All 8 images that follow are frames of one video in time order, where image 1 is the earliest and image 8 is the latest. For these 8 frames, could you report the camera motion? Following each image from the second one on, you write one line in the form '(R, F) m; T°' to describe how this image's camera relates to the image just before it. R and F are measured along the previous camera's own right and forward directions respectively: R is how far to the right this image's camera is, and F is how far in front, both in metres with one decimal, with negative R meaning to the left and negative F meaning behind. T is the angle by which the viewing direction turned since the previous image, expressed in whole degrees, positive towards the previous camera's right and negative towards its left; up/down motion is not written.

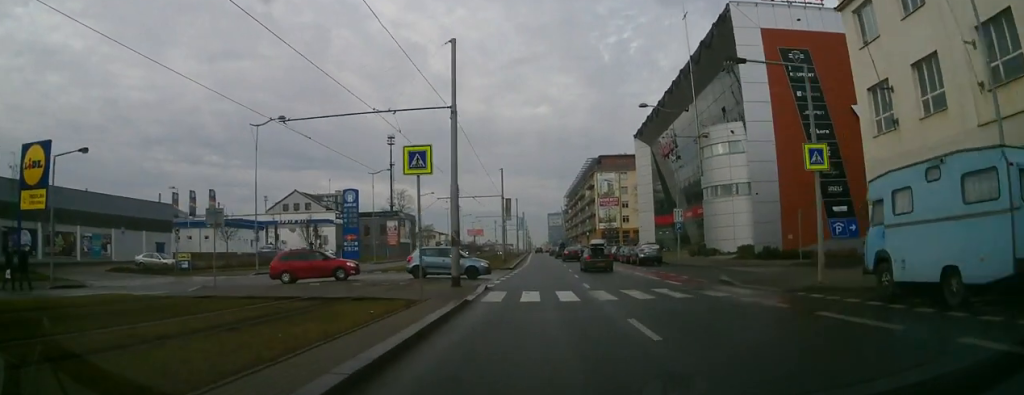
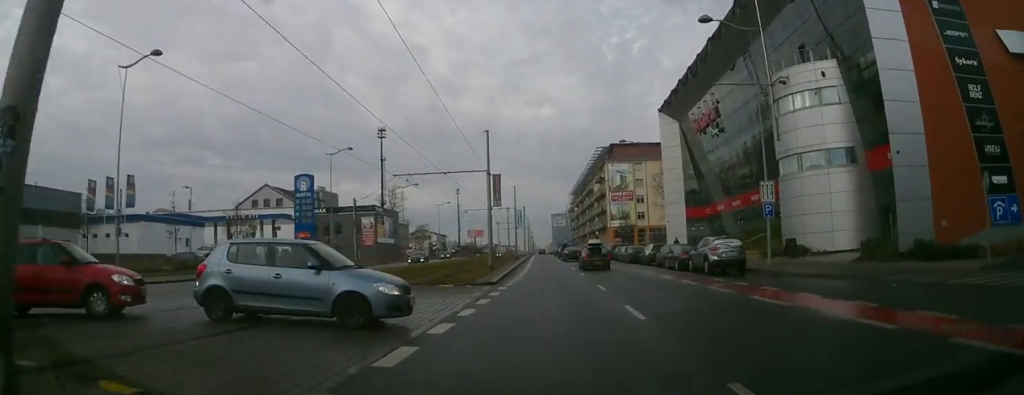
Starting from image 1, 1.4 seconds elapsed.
(0.0, +19.7) m; 0°
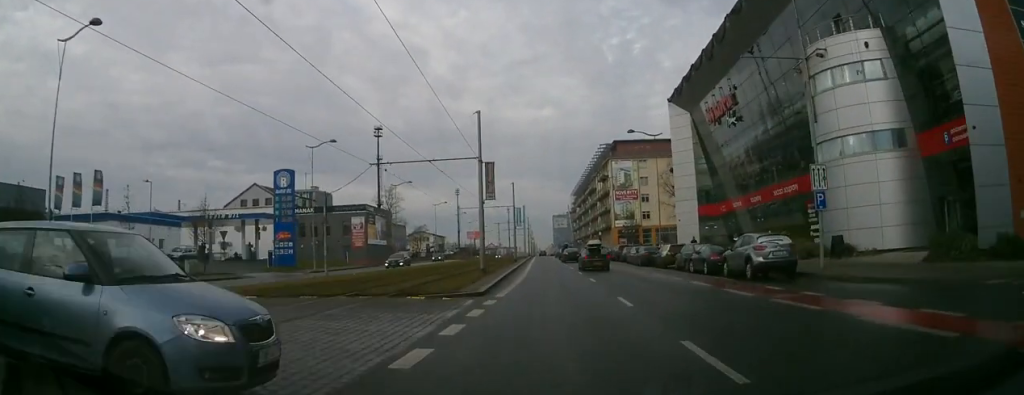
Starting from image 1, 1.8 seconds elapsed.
(0.0, +6.2) m; 0°
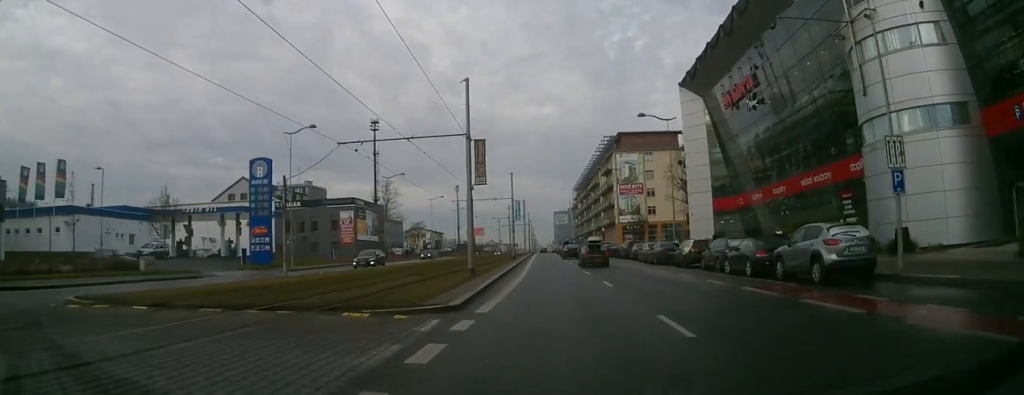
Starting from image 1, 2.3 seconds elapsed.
(0.0, +6.1) m; 0°
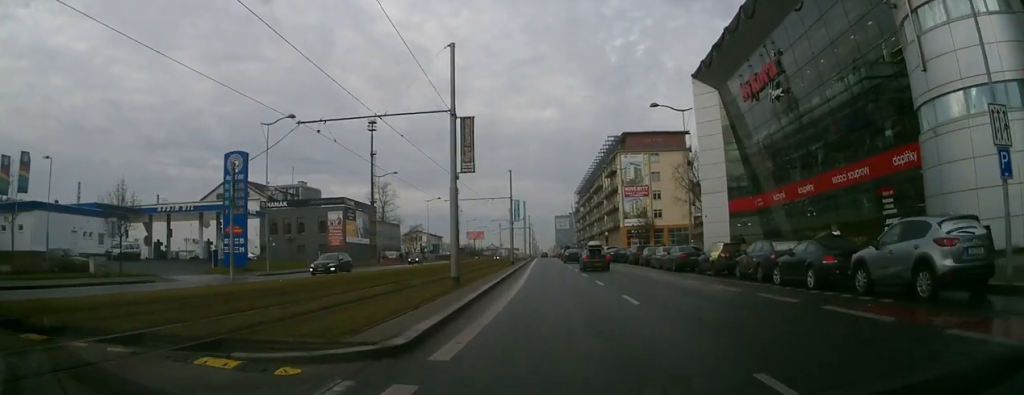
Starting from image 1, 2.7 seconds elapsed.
(0.0, +5.6) m; 0°
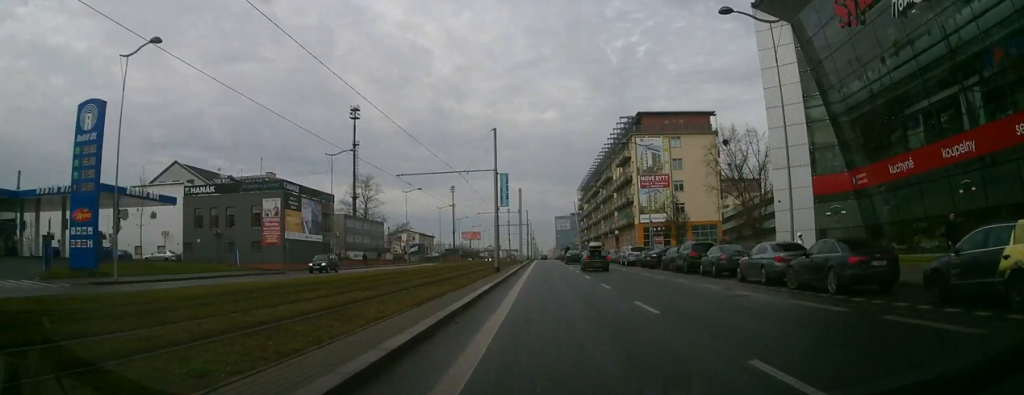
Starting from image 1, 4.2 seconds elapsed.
(0.0, +21.0) m; 0°
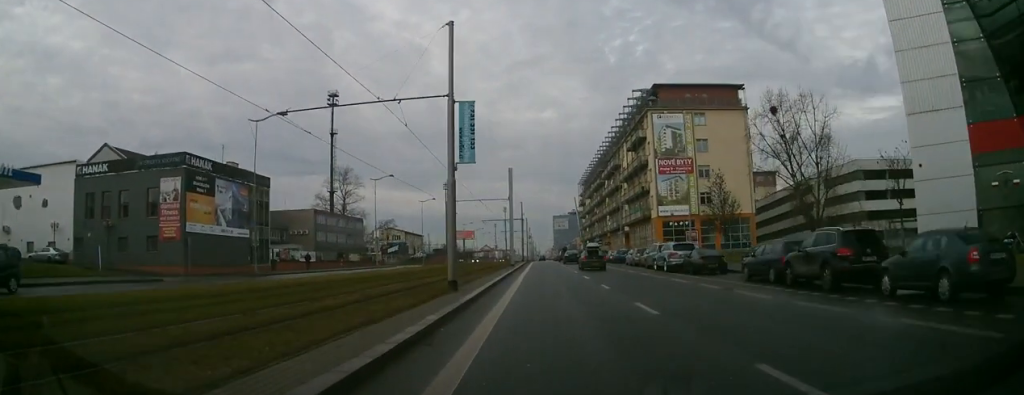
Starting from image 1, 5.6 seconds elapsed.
(+0.1, +18.8) m; 0°
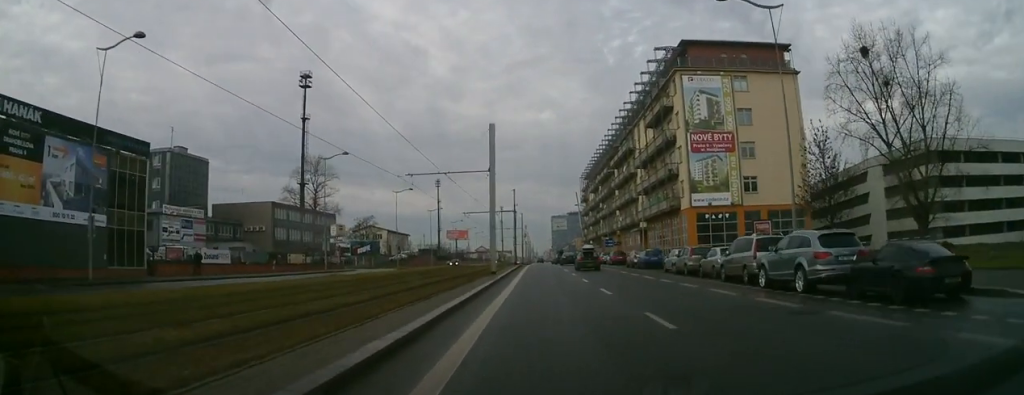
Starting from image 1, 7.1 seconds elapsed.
(+0.1, +19.9) m; 0°
